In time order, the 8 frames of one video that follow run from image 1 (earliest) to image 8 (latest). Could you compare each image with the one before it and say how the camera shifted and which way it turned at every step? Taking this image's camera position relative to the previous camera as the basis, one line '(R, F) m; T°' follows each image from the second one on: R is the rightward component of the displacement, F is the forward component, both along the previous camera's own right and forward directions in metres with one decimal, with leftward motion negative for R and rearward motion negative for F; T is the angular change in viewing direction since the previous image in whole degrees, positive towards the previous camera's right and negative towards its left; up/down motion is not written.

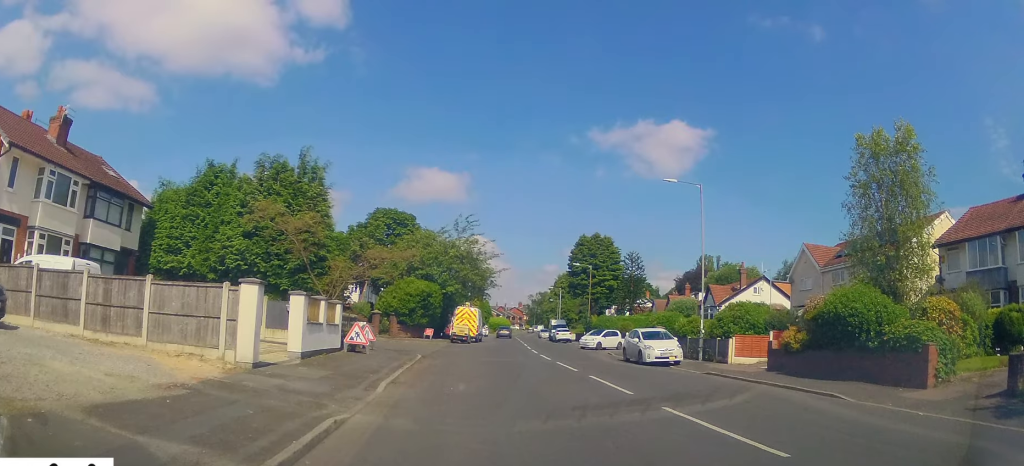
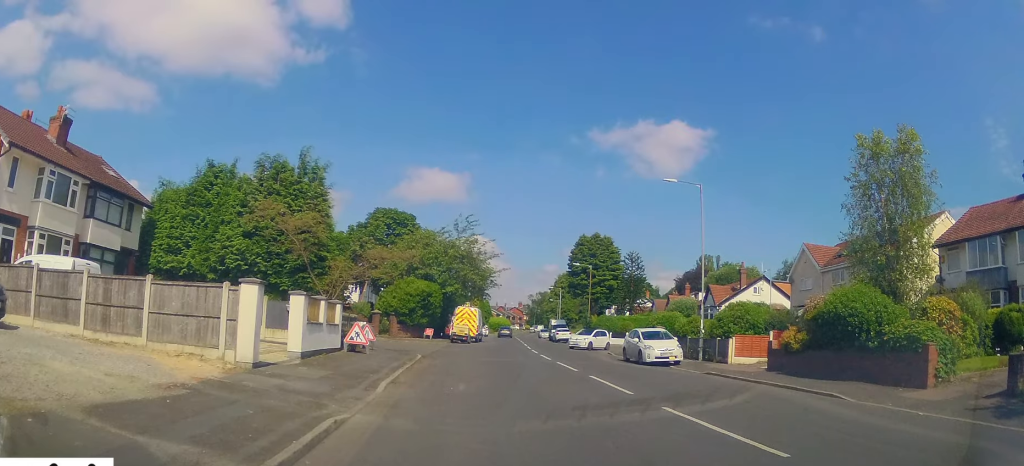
(0.0, 0.0) m; 0°
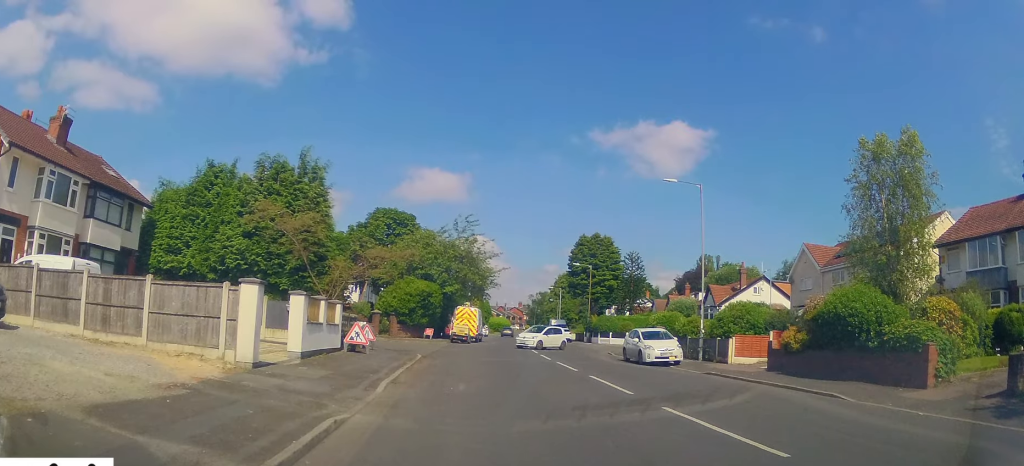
(0.0, 0.0) m; 0°
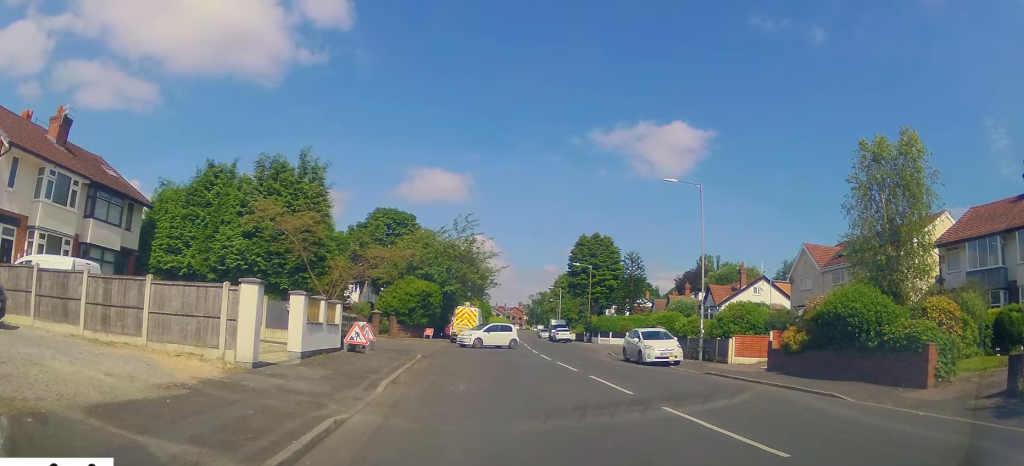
(0.0, 0.0) m; 0°
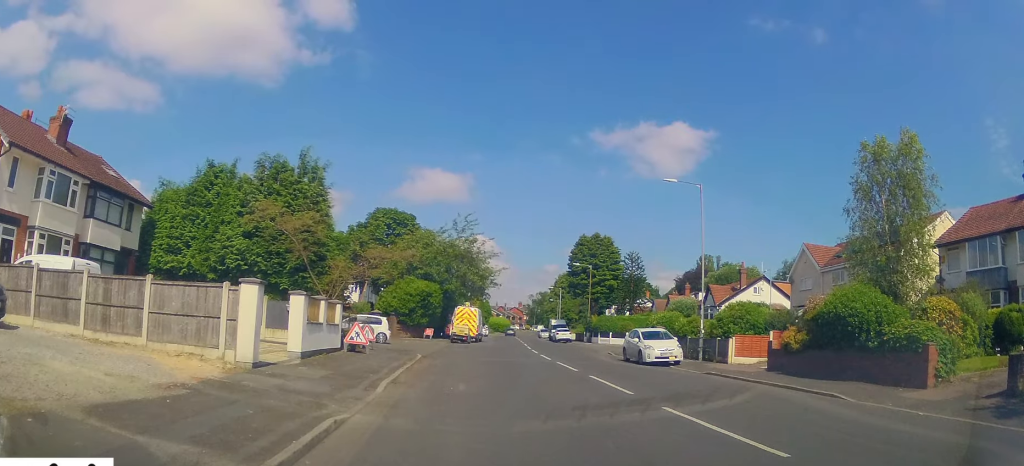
(0.0, 0.0) m; 0°
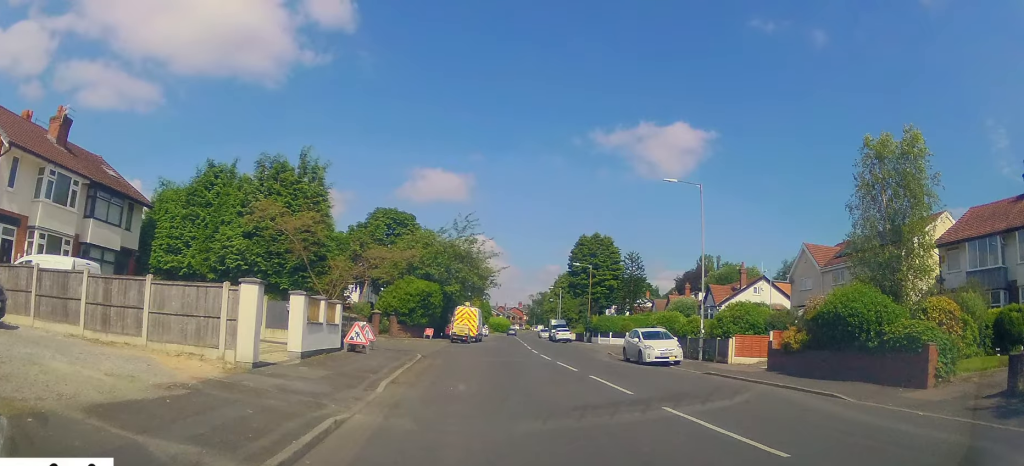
(0.0, 0.0) m; 0°
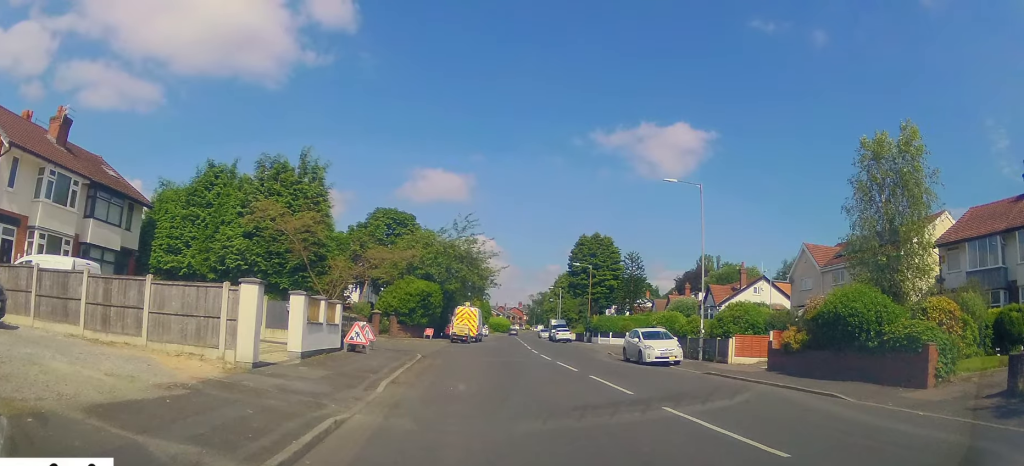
(0.0, 0.0) m; 0°
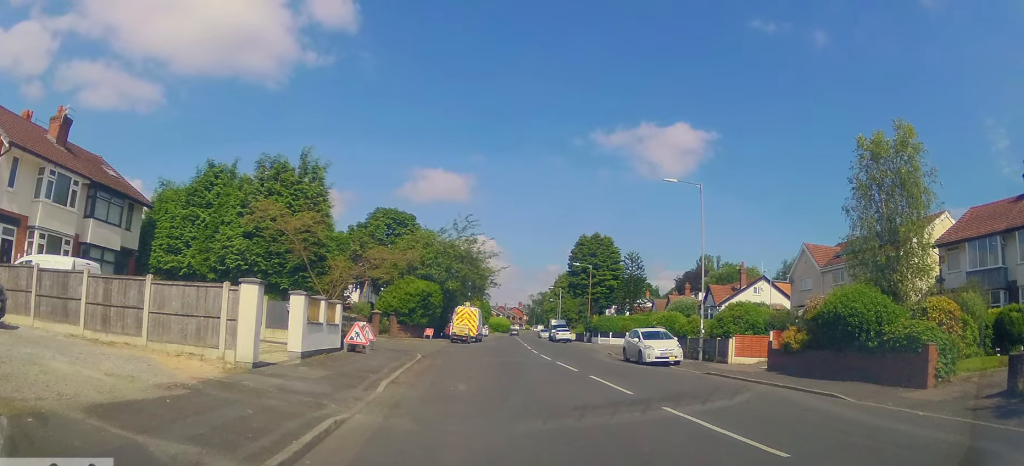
(0.0, 0.0) m; 0°
